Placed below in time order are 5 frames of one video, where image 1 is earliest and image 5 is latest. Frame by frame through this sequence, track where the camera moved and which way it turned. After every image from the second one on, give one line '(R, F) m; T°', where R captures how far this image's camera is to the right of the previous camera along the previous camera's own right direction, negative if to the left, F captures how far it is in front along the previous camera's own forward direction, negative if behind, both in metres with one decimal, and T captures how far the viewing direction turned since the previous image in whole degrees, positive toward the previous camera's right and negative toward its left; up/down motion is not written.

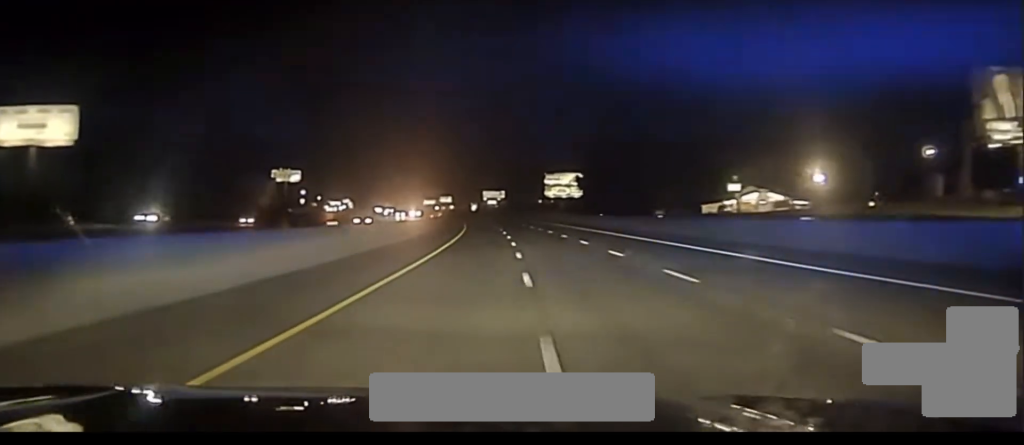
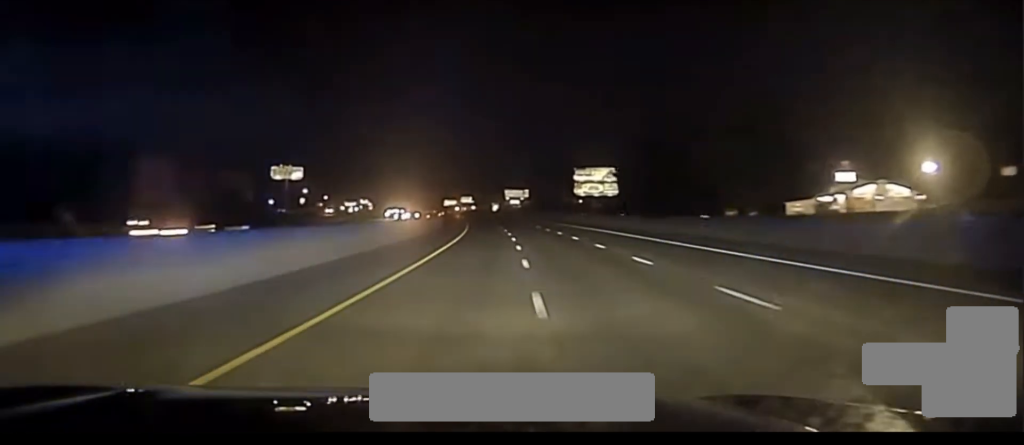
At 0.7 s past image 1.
(-0.9, +40.5) m; -1°
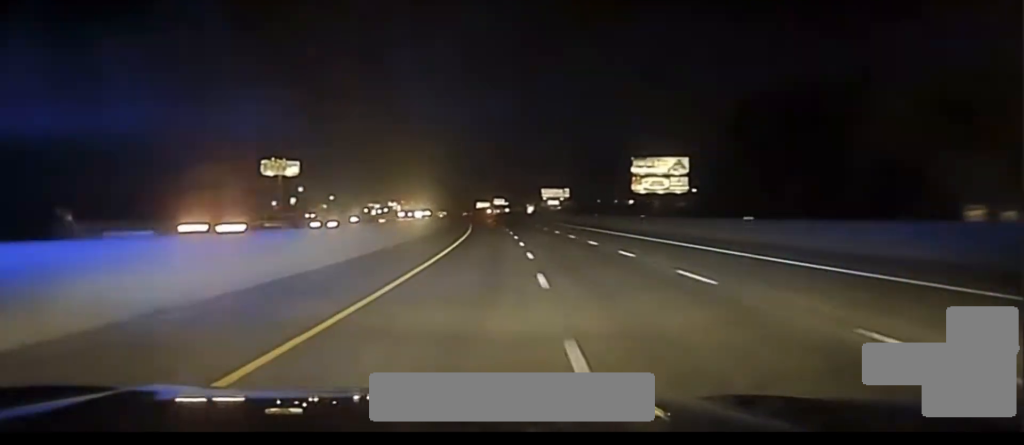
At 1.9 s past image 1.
(-1.0, +62.8) m; -2°
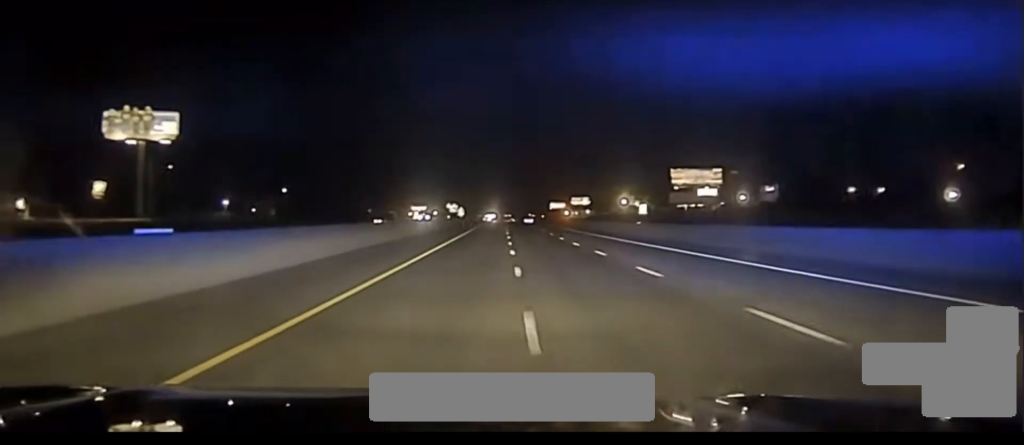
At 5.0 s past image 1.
(-7.1, +179.5) m; -3°
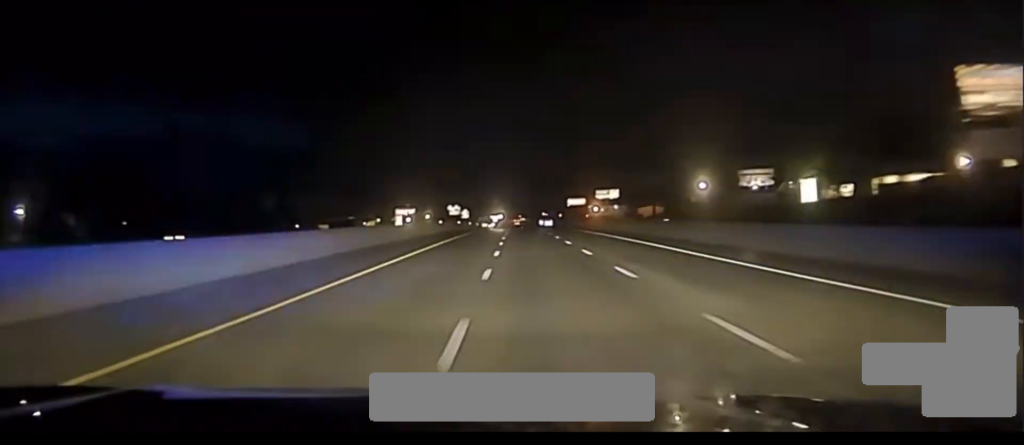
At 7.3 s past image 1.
(-1.6, +140.4) m; -1°
